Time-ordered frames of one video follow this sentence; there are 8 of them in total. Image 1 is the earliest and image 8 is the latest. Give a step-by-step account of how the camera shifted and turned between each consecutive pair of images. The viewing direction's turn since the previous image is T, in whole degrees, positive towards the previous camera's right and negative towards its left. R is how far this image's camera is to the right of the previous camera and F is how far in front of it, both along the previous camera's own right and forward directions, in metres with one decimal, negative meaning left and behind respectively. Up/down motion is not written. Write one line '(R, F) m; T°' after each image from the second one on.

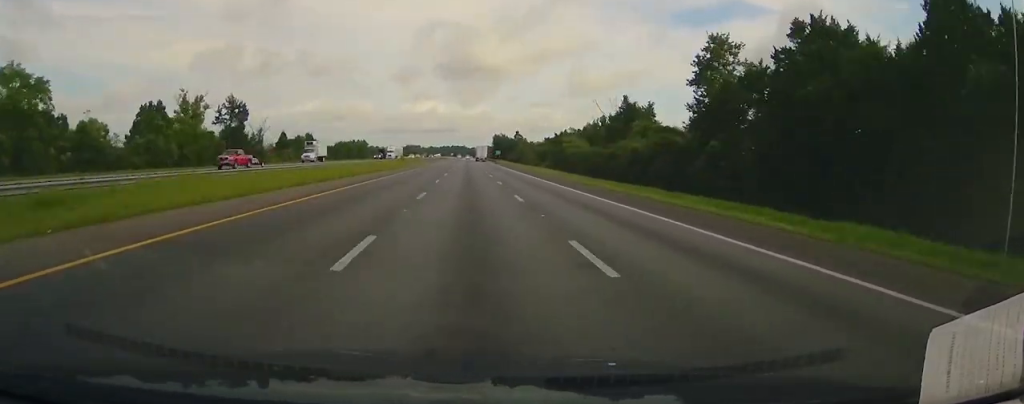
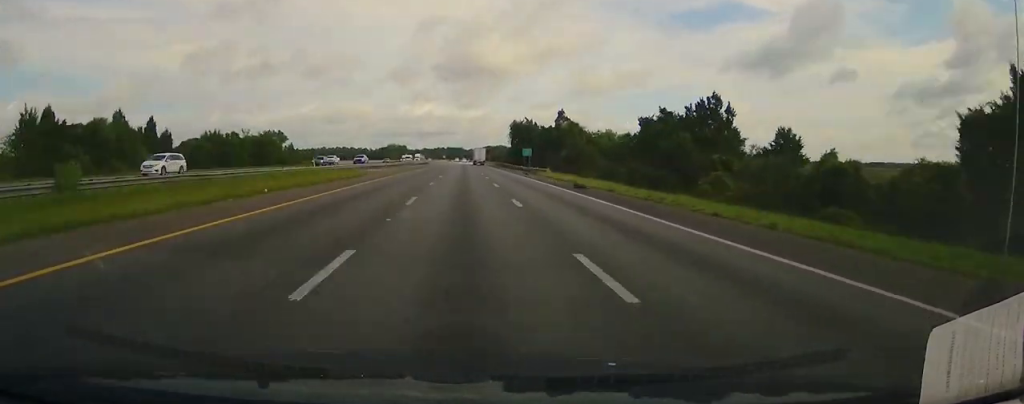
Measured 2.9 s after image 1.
(+0.2, +100.8) m; 0°
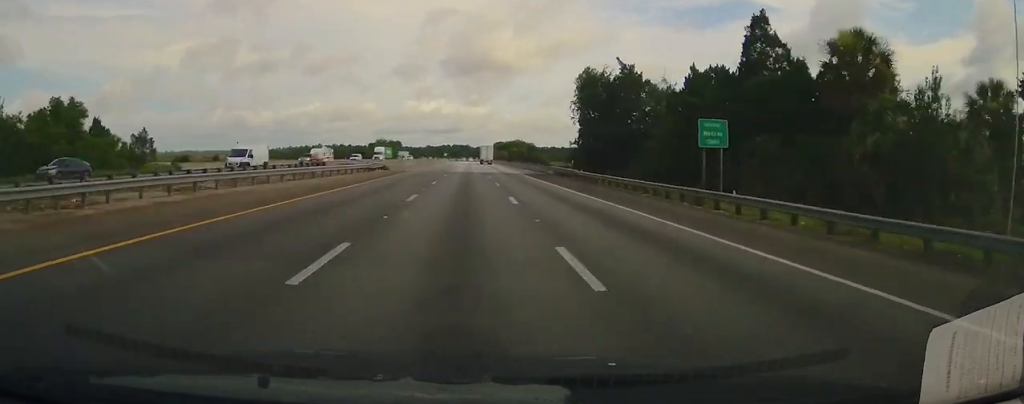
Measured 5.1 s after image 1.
(-0.1, +73.7) m; 0°
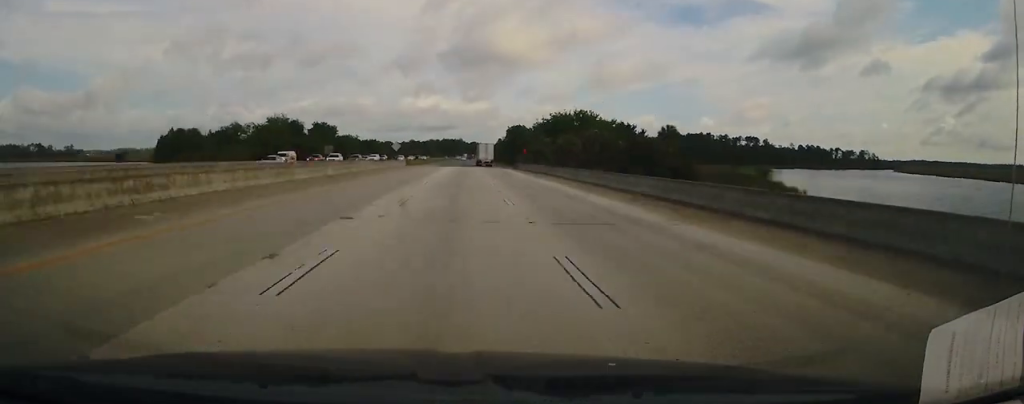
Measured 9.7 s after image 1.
(-0.1, +161.9) m; 0°
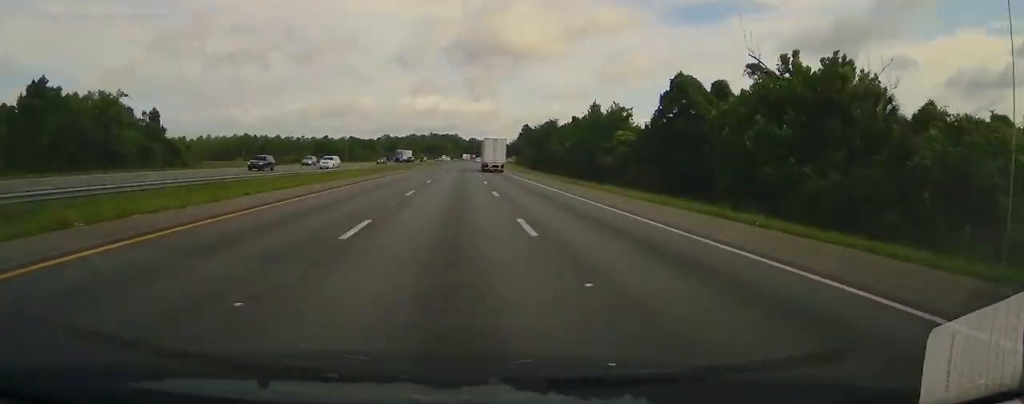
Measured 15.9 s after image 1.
(+1.6, +214.0) m; +2°
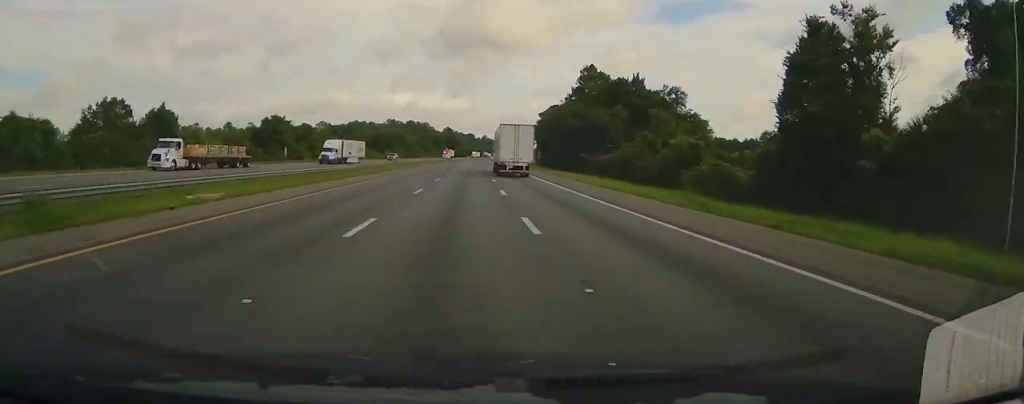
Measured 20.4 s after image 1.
(+3.6, +158.4) m; +3°
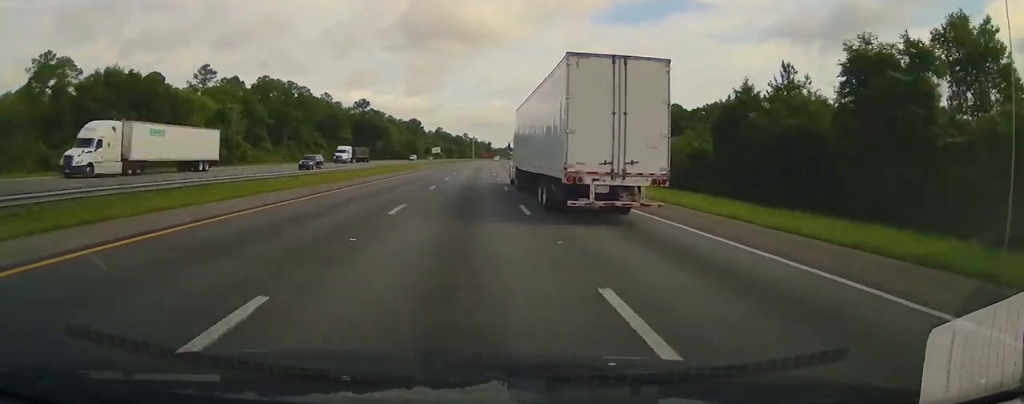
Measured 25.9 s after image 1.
(+7.6, +190.2) m; +5°
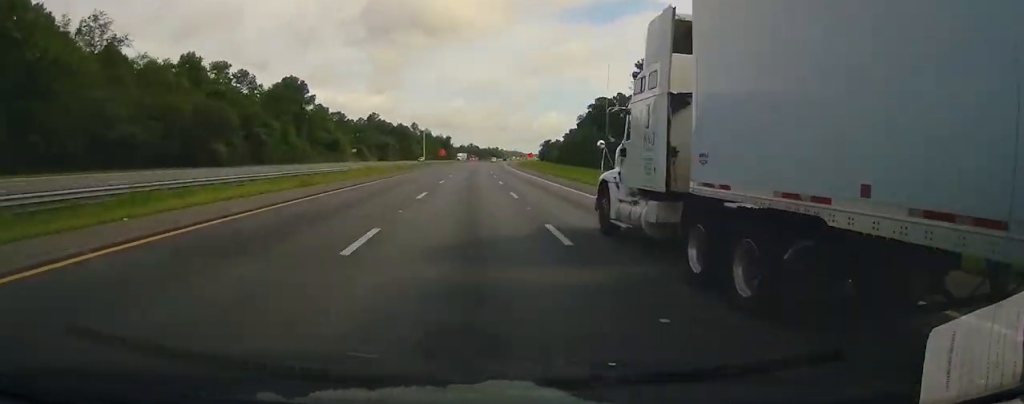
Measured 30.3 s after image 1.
(+5.4, +151.6) m; +4°
